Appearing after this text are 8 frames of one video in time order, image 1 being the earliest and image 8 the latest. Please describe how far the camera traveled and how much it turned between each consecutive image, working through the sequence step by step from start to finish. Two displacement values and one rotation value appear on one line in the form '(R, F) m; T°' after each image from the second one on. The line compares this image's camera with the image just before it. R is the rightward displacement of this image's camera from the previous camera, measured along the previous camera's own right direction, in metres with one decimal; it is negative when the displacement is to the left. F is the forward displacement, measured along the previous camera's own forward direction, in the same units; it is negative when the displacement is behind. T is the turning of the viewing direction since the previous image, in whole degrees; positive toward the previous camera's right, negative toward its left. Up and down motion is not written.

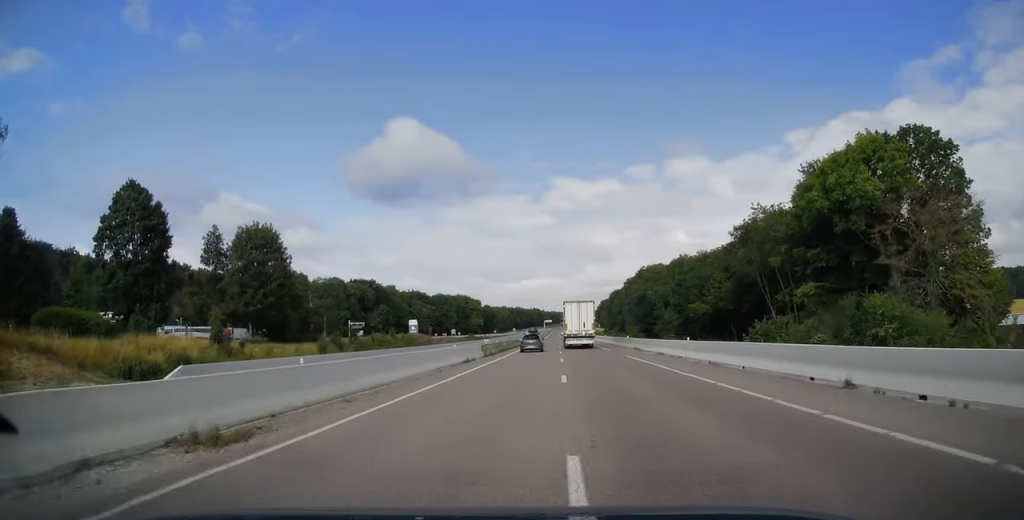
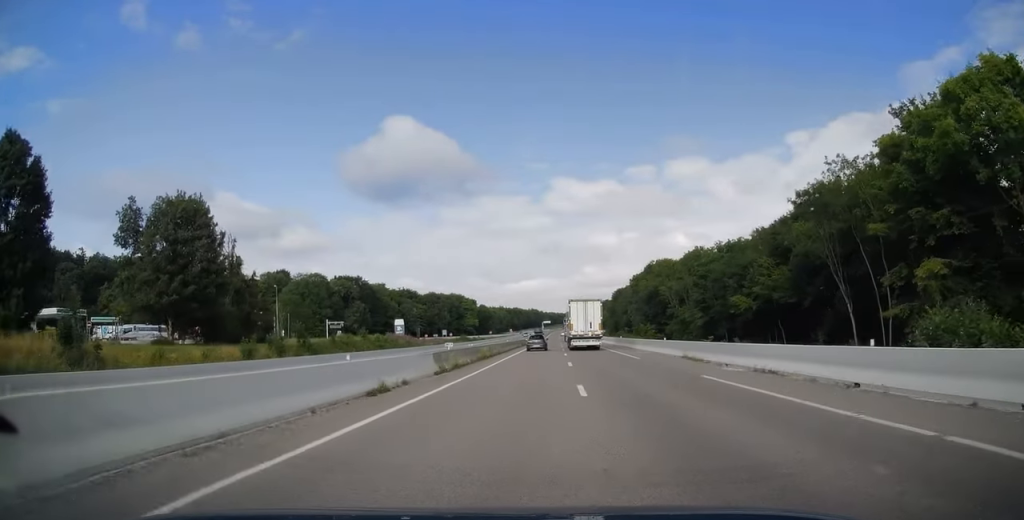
(-0.1, +16.7) m; 0°
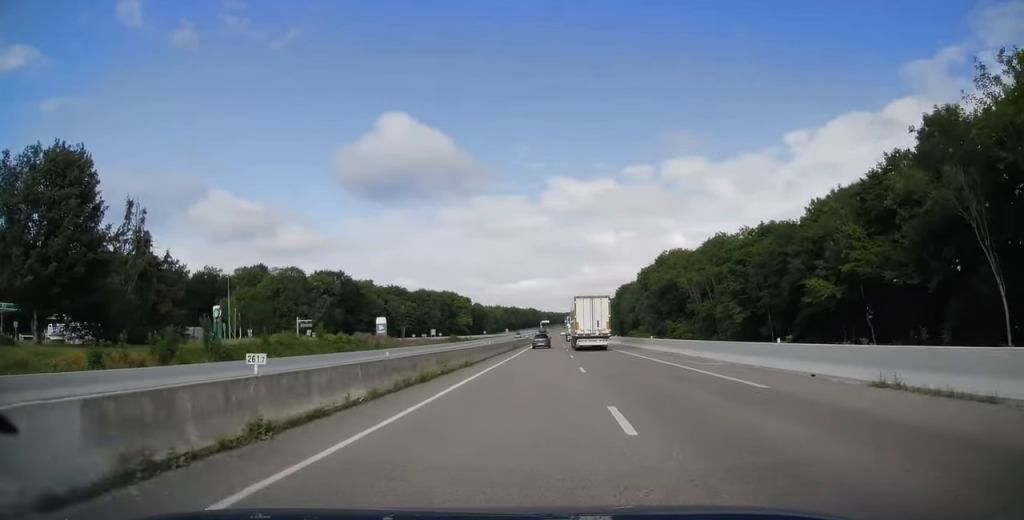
(+0.2, +18.2) m; +1°
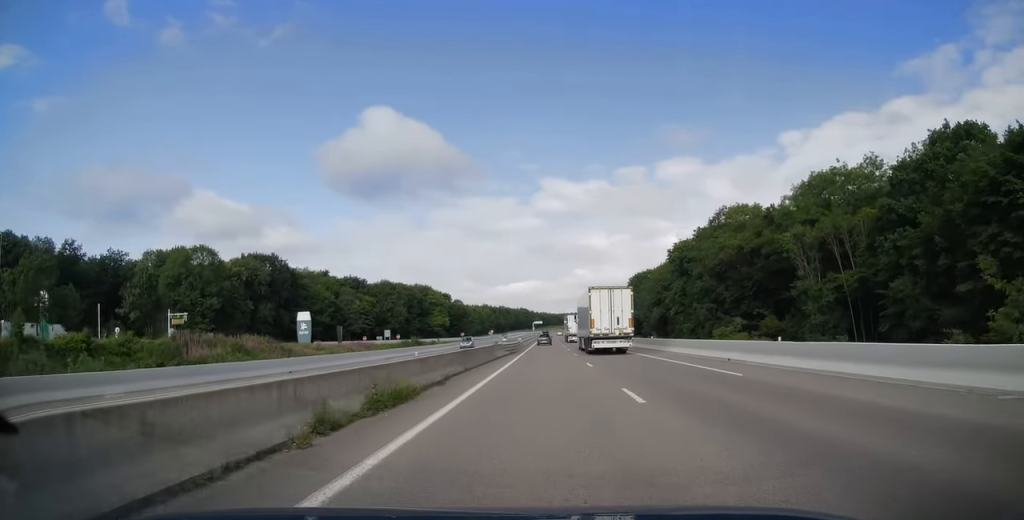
(+0.5, +48.7) m; +1°
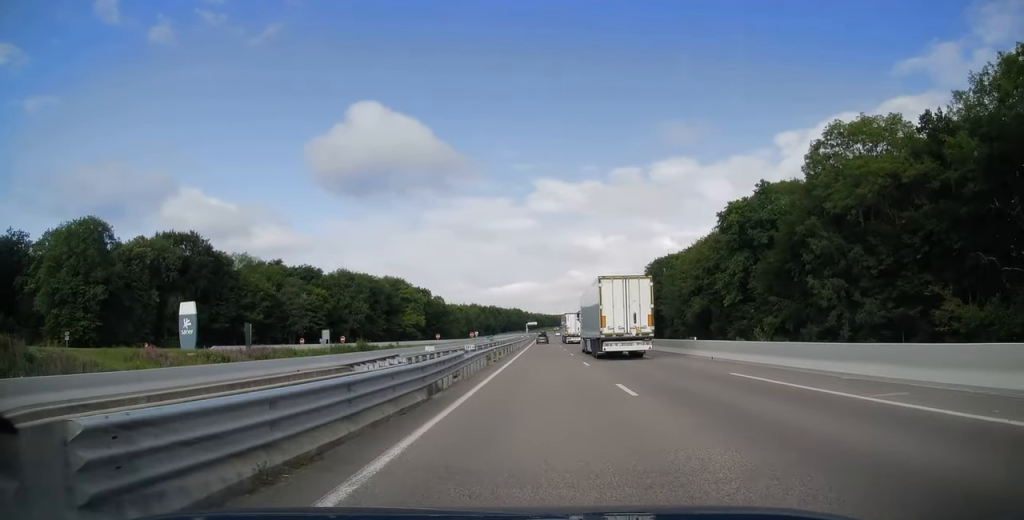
(0.0, +37.8) m; -1°
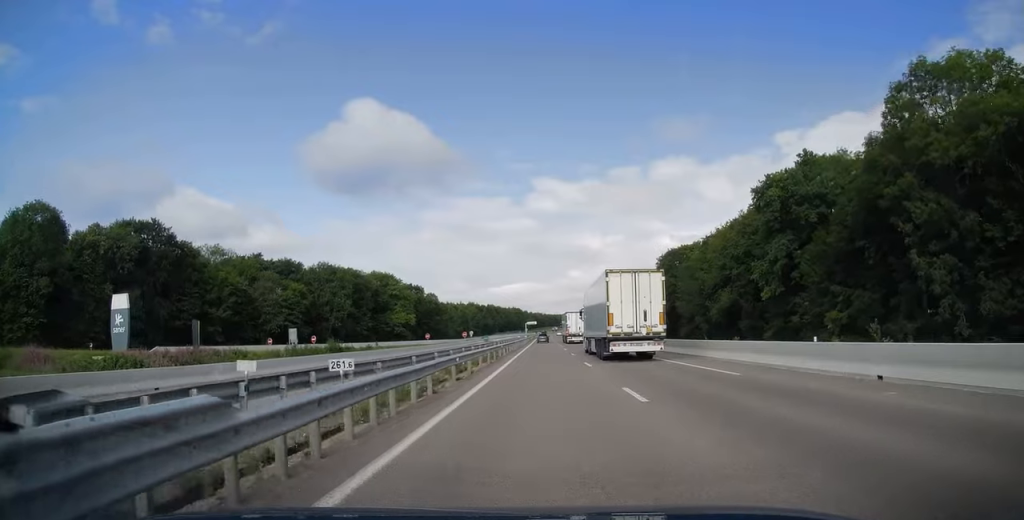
(-0.1, +14.2) m; 0°
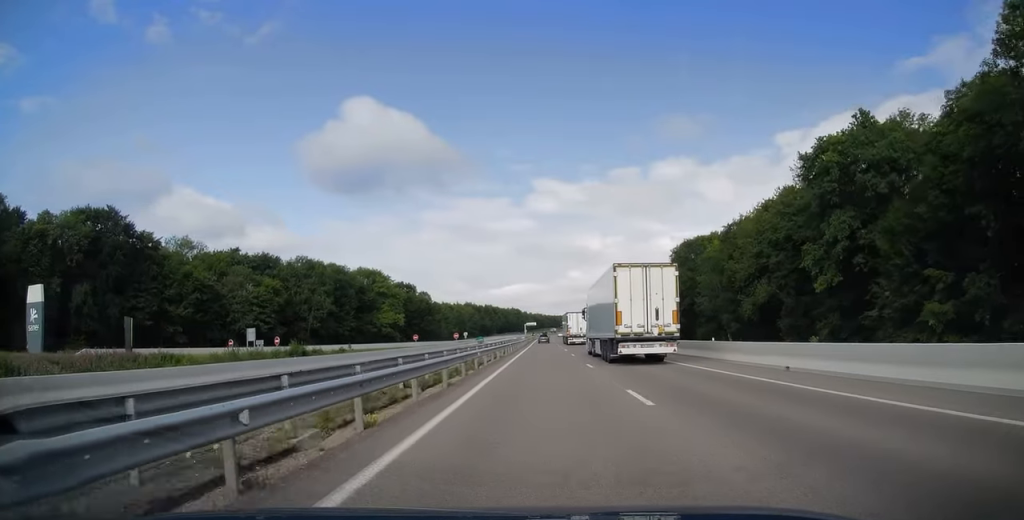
(0.0, +13.8) m; 0°
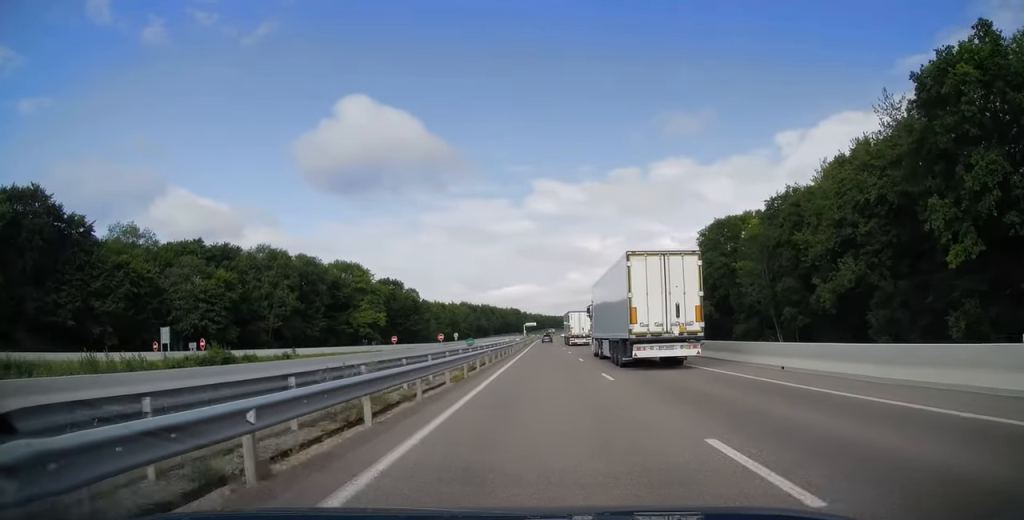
(0.0, +19.6) m; 0°
